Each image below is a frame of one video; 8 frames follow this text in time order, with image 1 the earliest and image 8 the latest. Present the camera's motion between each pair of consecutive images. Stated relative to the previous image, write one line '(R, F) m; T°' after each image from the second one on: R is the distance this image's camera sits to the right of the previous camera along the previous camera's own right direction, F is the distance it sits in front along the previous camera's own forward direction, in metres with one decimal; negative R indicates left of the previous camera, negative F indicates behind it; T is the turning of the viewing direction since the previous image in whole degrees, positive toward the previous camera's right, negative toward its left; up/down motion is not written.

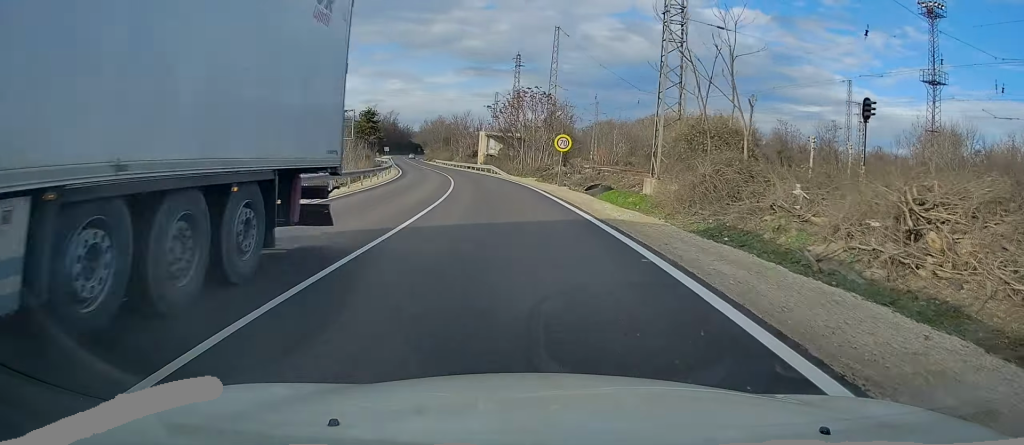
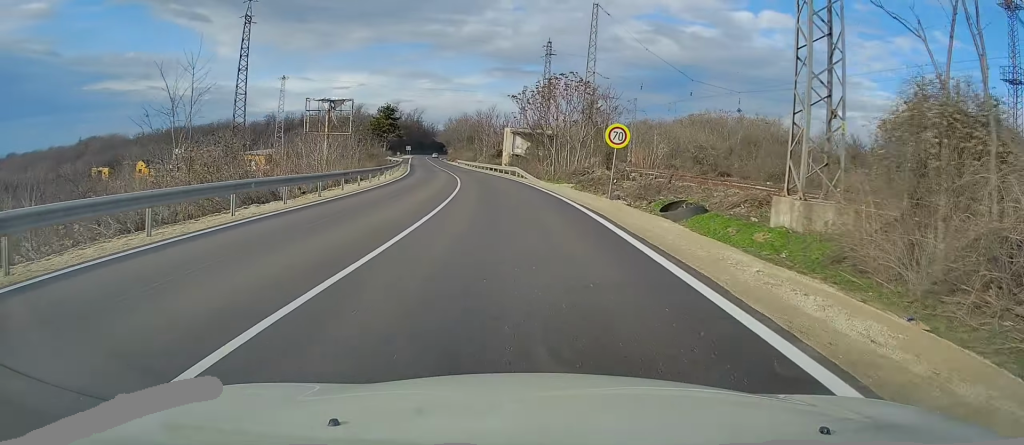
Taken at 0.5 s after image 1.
(-0.5, +11.3) m; -3°
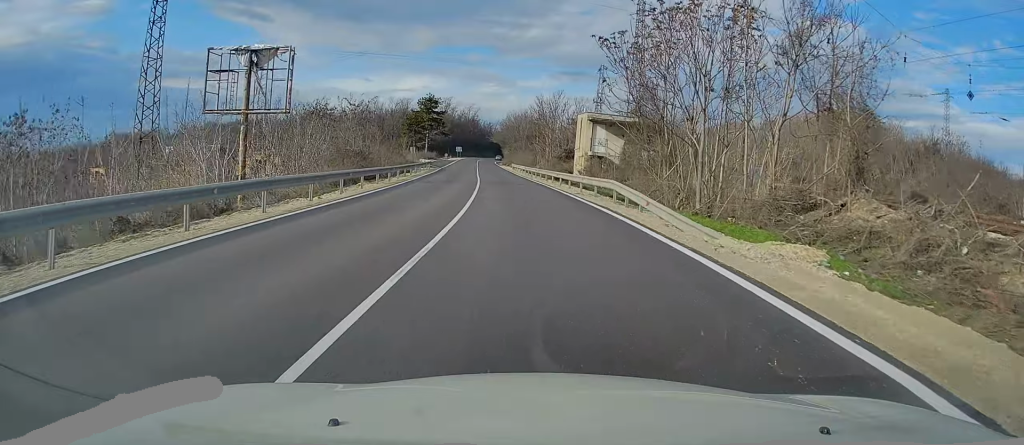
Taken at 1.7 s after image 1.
(-1.4, +27.7) m; -5°
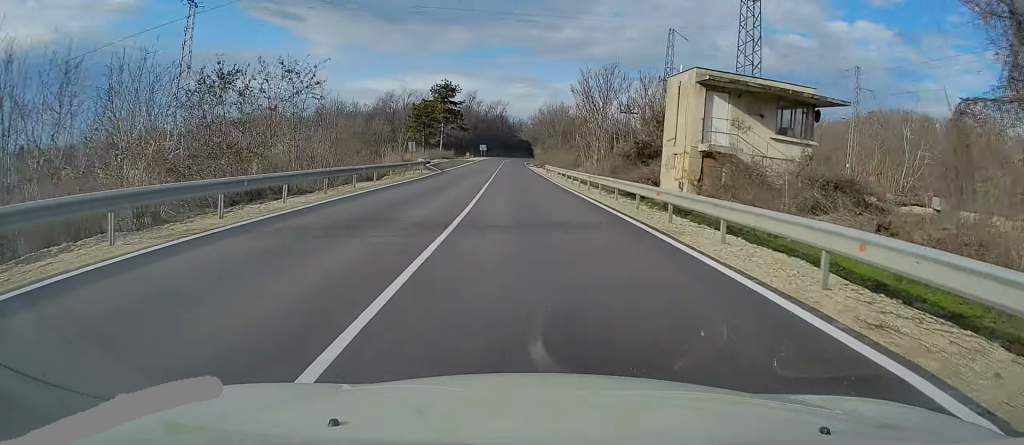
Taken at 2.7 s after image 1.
(-0.6, +22.5) m; -2°
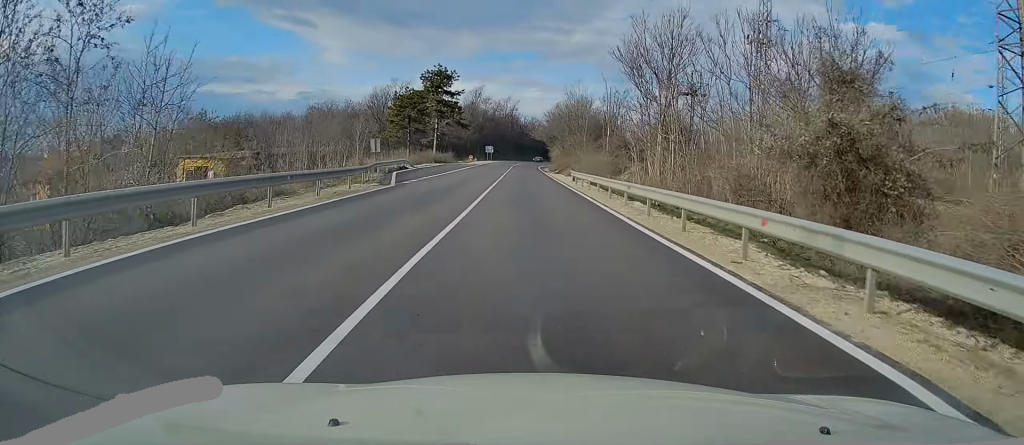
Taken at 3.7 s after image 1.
(-0.3, +21.1) m; -1°
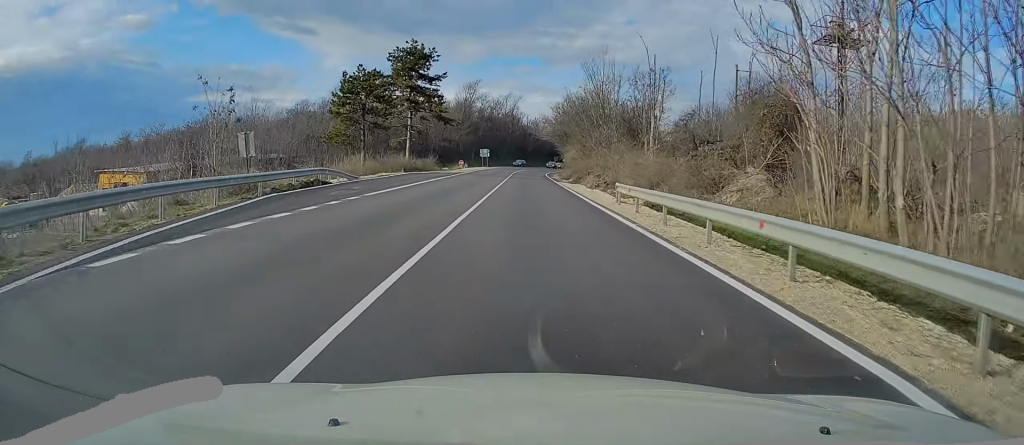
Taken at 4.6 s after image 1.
(-0.3, +21.9) m; -1°
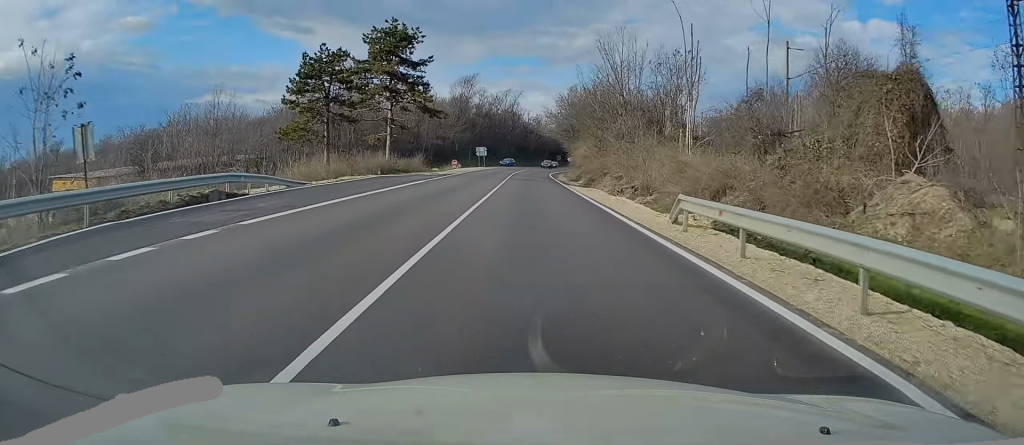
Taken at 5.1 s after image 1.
(-0.1, +9.8) m; 0°
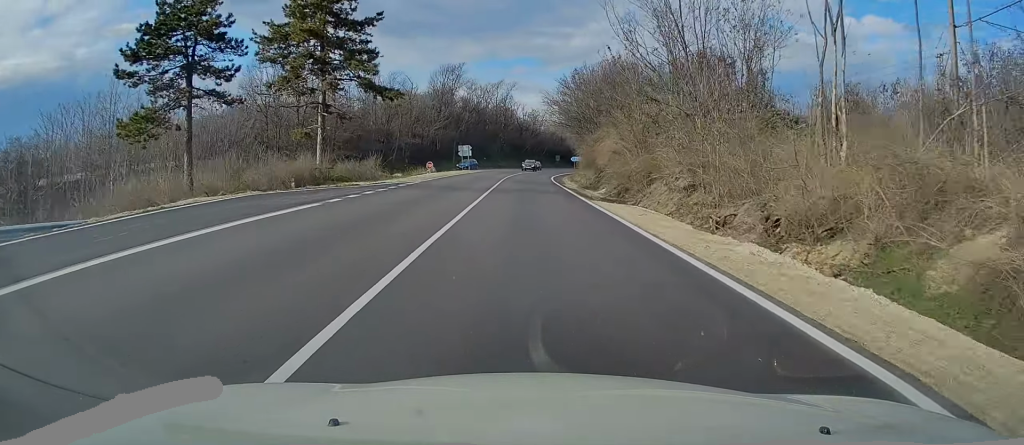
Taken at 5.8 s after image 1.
(+0.2, +17.4) m; +1°
